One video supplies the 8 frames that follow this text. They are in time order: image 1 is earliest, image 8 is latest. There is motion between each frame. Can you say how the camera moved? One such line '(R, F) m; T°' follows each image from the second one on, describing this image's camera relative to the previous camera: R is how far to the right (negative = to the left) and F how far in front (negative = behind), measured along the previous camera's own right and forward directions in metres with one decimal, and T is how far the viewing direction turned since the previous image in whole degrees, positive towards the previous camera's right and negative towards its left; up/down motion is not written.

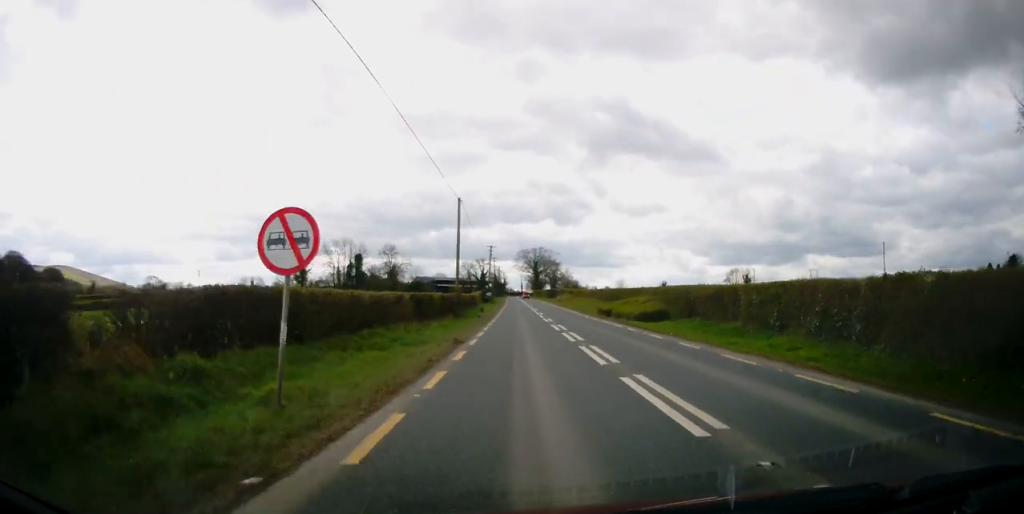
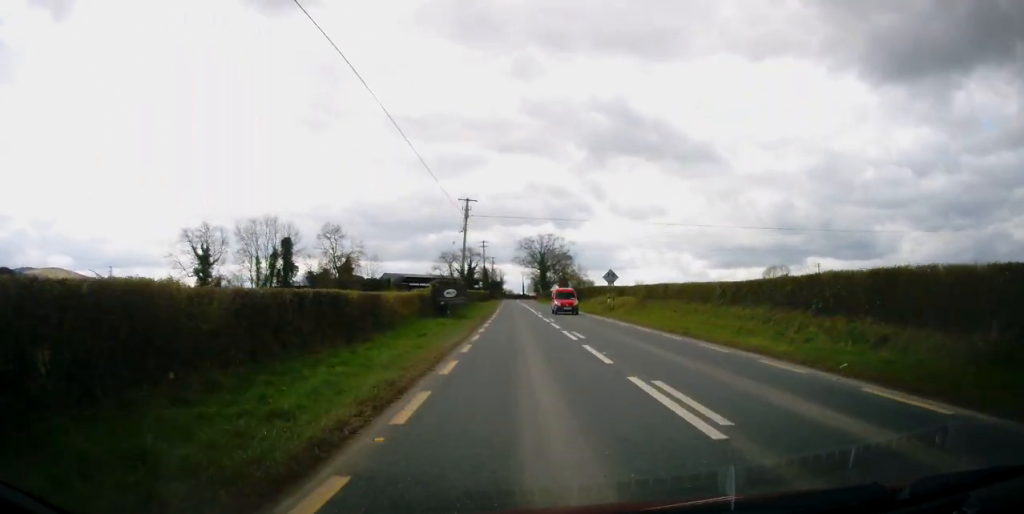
(+0.4, +49.5) m; 0°
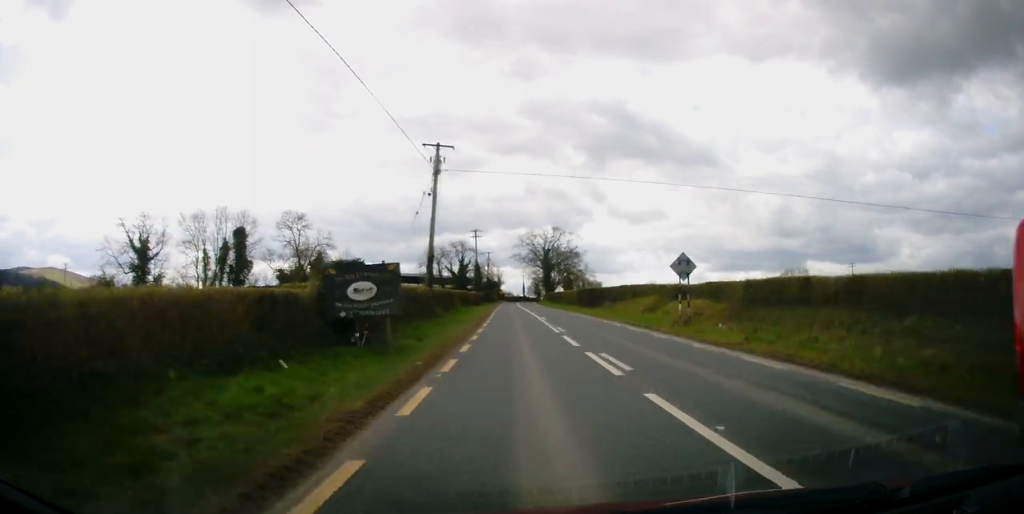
(-0.1, +19.3) m; 0°
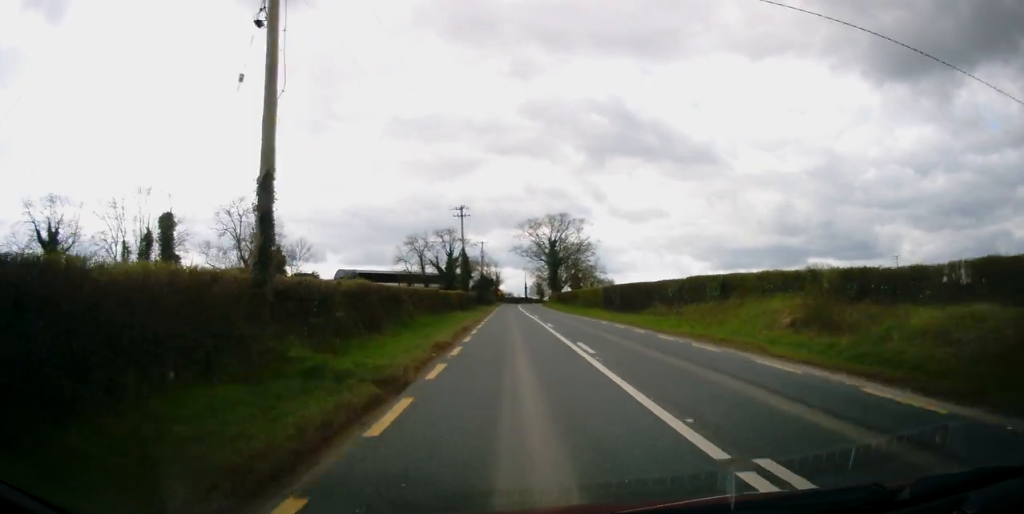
(+0.1, +20.8) m; 0°
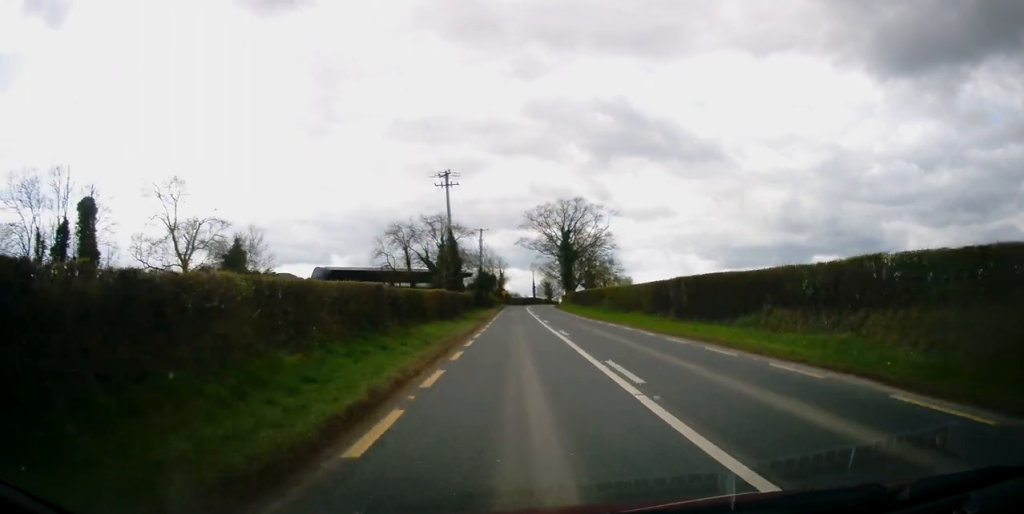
(0.0, +16.6) m; -1°
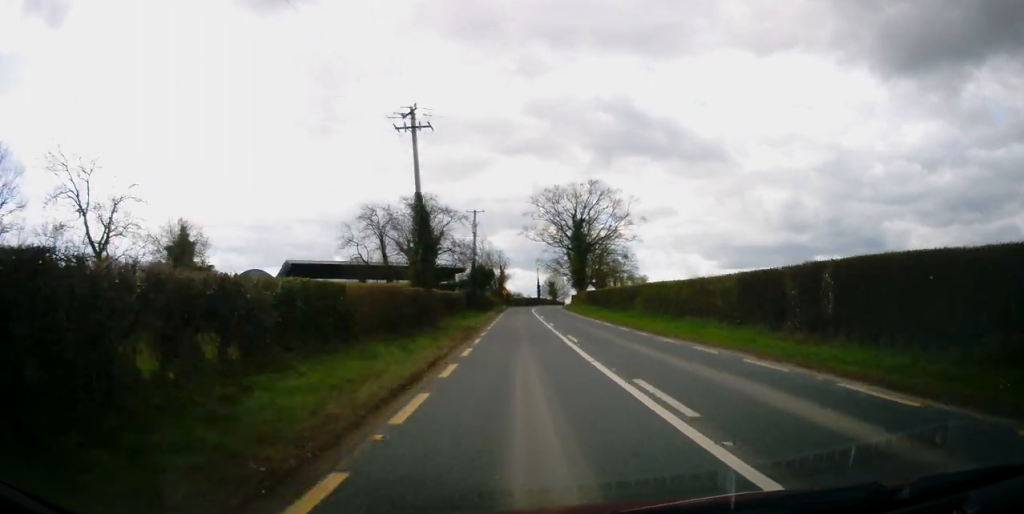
(-0.1, +14.5) m; -1°
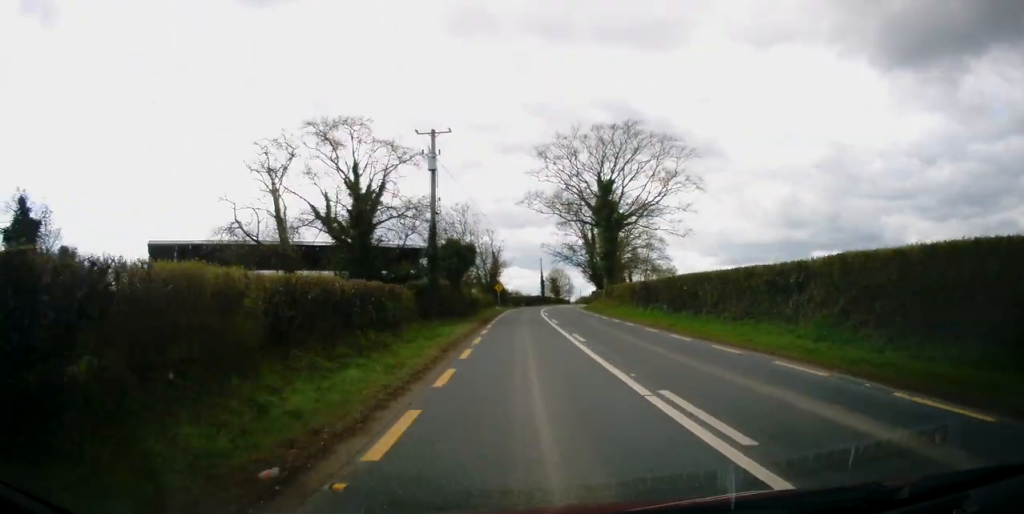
(-0.2, +25.4) m; 0°
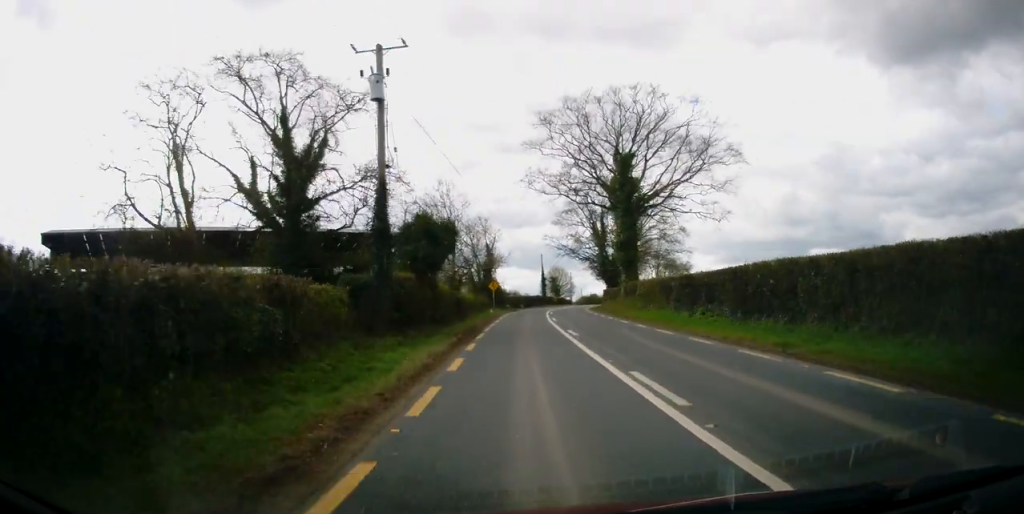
(+0.1, +10.1) m; +1°
